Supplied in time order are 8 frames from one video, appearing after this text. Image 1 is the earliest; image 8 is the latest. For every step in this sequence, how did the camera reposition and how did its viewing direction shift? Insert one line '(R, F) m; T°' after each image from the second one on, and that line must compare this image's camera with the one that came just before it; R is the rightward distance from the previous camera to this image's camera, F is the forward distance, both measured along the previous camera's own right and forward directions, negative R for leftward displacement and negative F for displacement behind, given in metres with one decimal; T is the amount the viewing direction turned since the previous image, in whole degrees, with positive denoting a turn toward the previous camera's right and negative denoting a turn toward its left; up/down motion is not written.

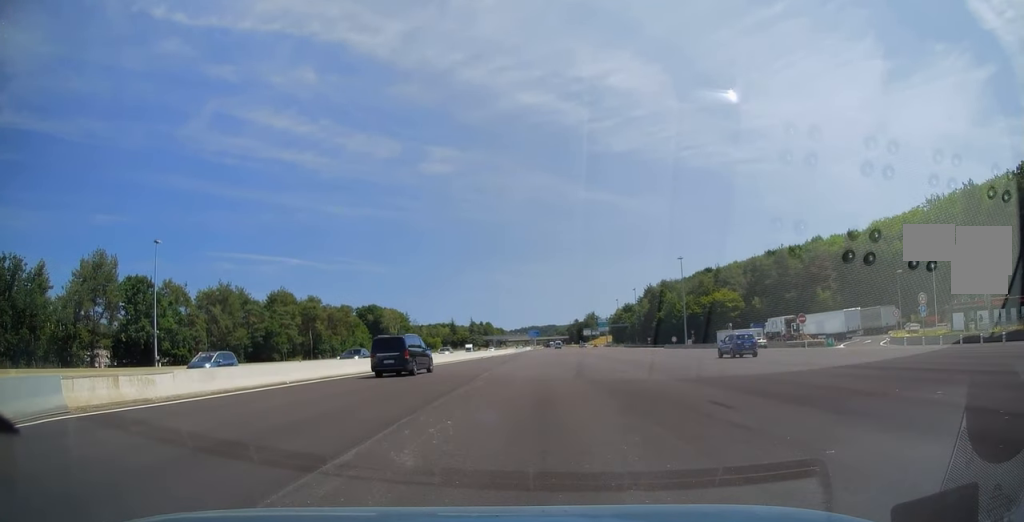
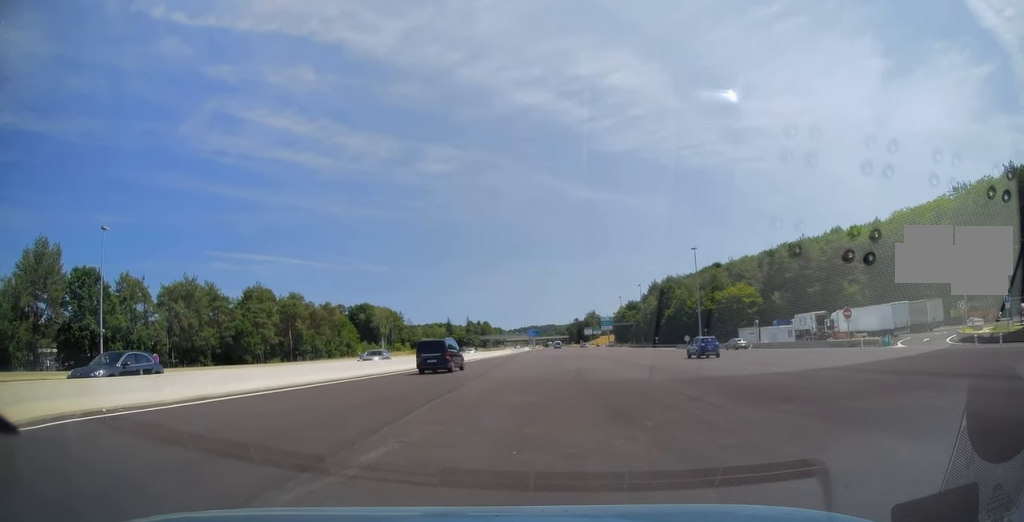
(0.0, +13.9) m; 0°
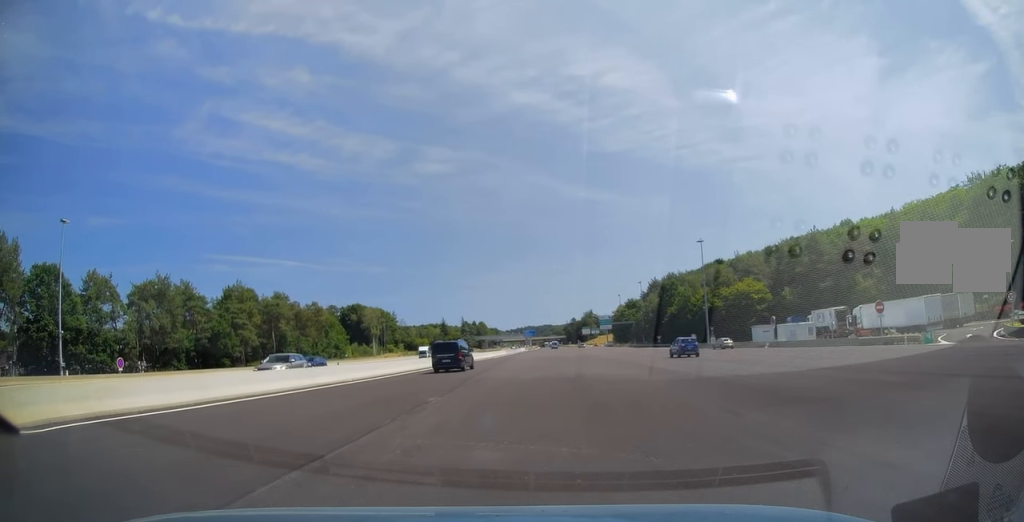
(0.0, +8.5) m; 0°
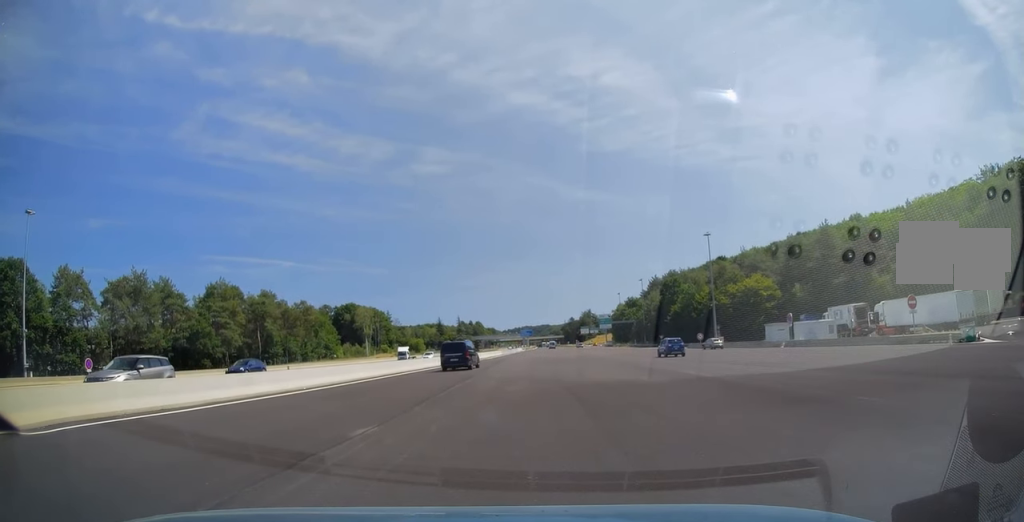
(0.0, +6.6) m; 0°
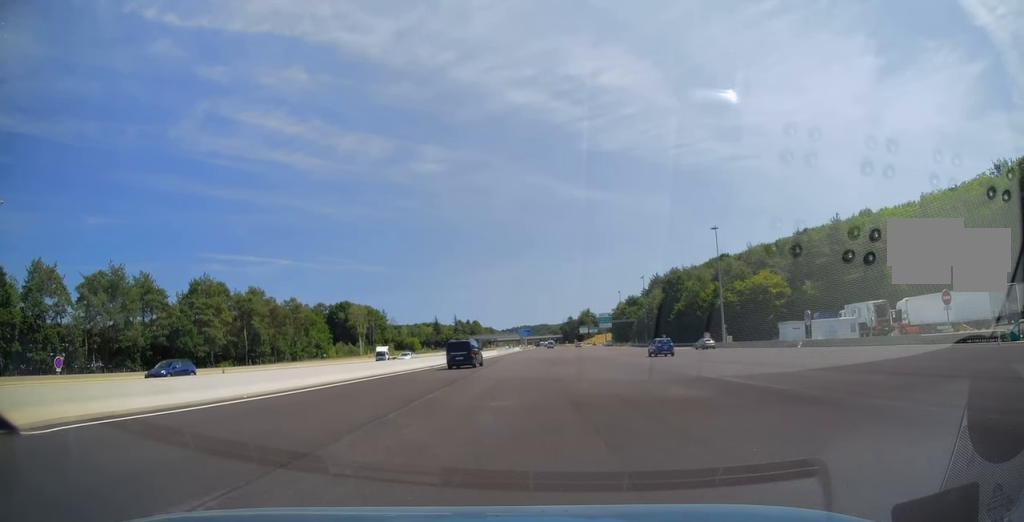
(0.0, +6.1) m; 0°
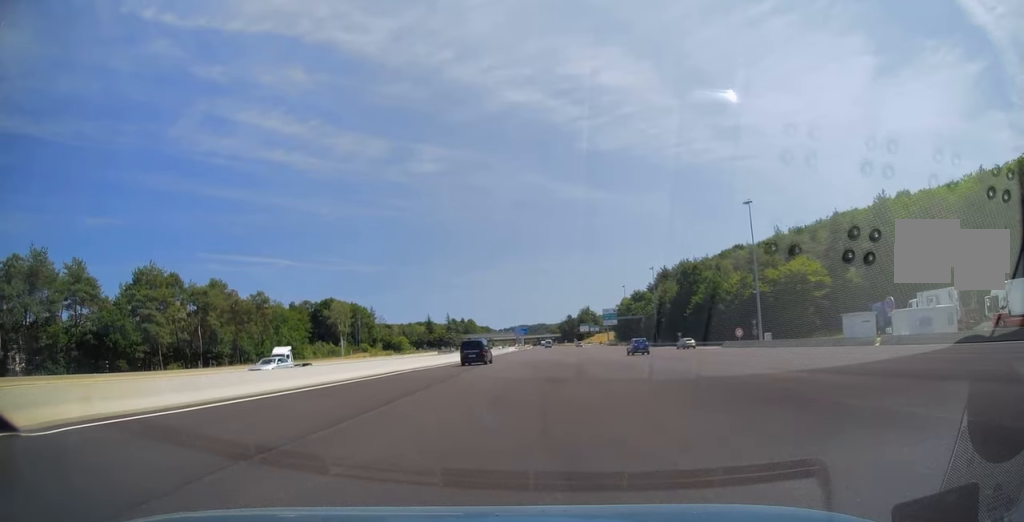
(0.0, +18.3) m; 0°
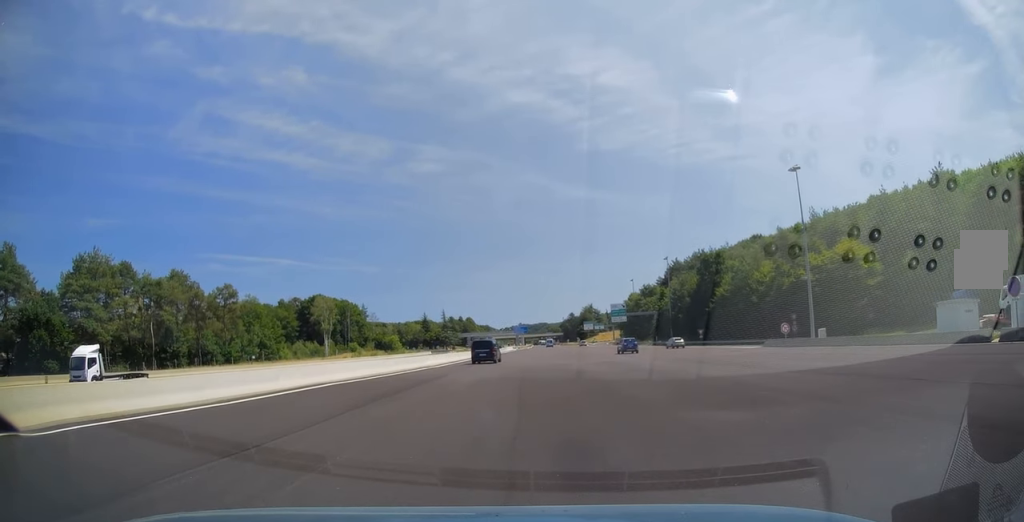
(0.0, +15.9) m; 0°
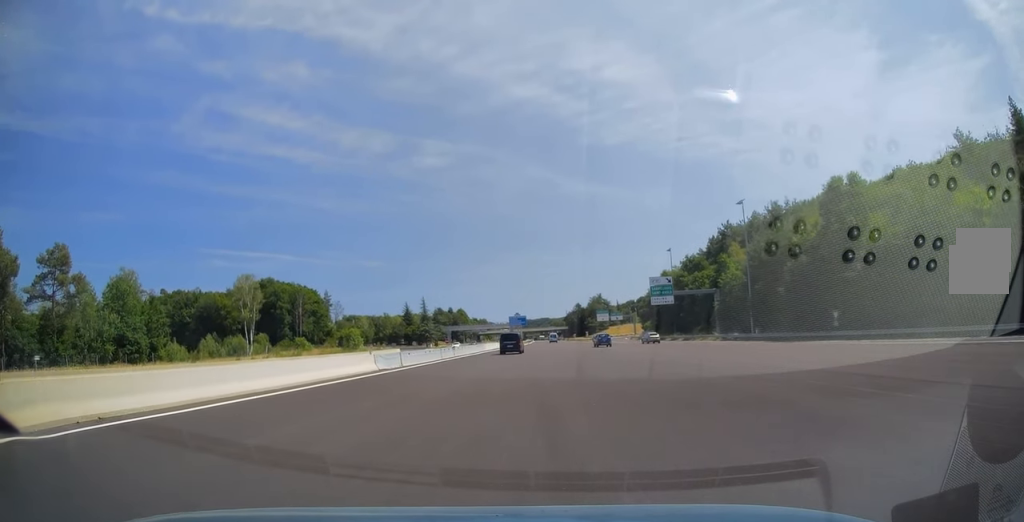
(+0.1, +50.0) m; +1°
